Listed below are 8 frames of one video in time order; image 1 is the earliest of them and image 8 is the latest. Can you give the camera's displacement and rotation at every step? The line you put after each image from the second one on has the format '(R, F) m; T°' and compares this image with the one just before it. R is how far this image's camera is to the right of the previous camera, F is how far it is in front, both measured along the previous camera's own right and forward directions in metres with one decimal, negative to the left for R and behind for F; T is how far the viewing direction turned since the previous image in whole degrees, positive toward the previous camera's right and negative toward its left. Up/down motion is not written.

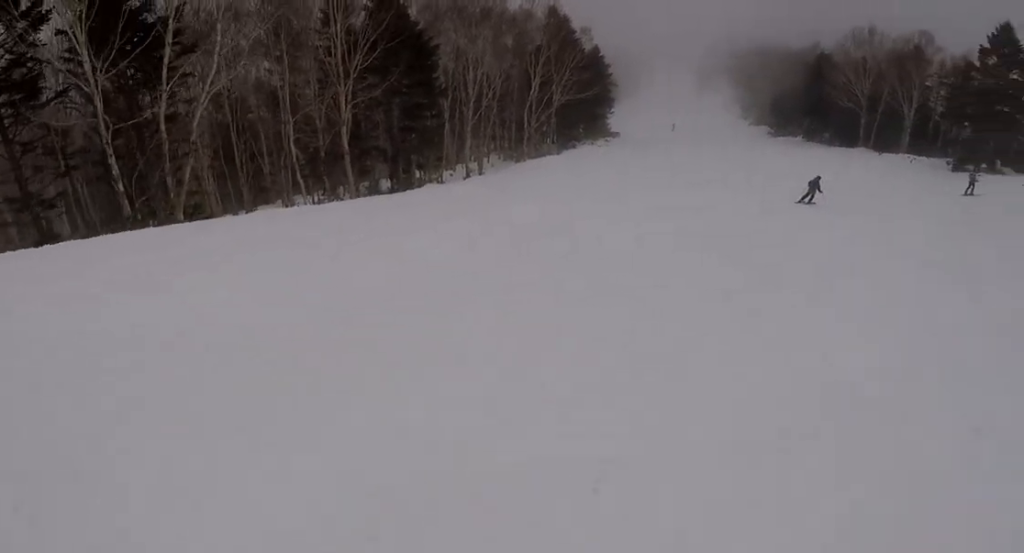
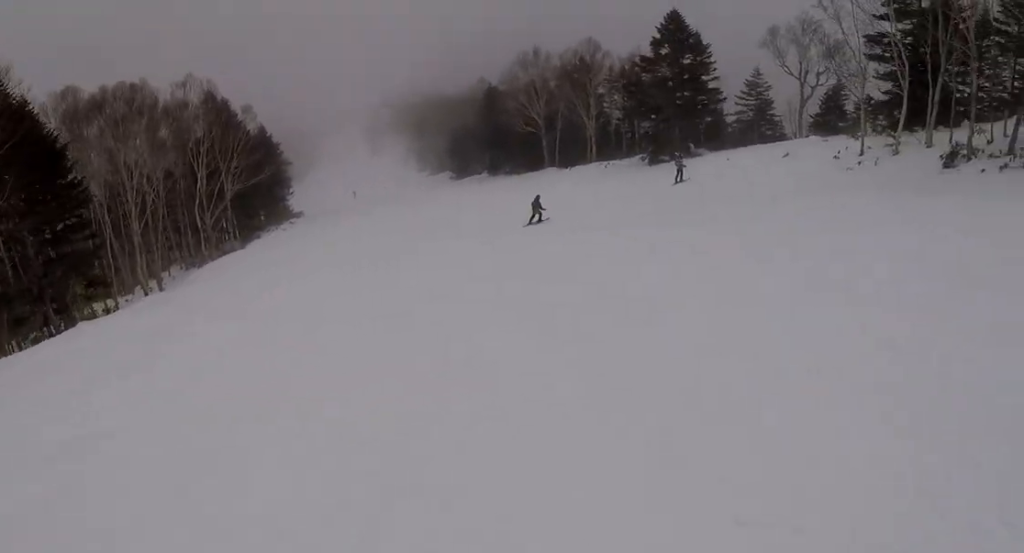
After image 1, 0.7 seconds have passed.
(+0.2, +4.5) m; +3°
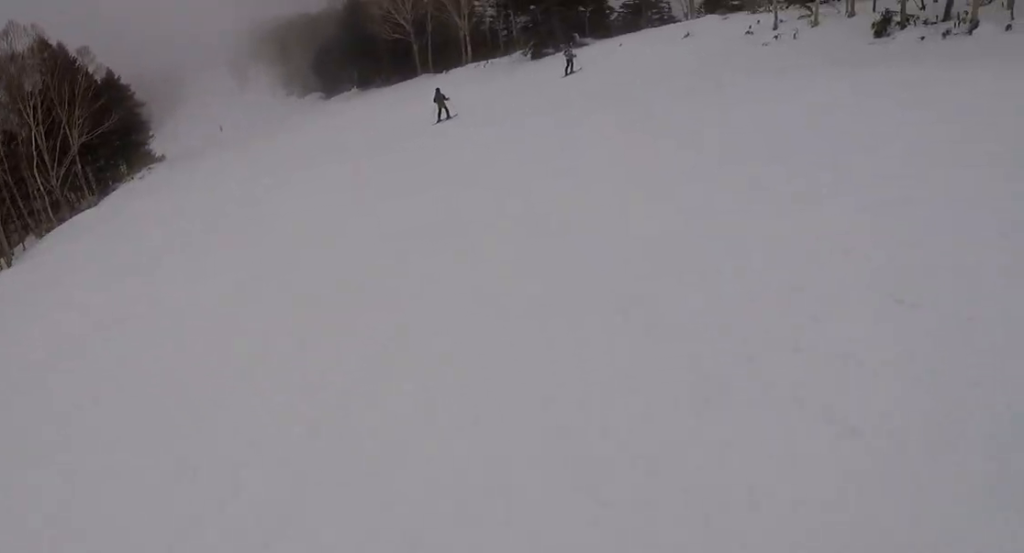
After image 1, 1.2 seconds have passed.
(0.0, +3.7) m; -2°
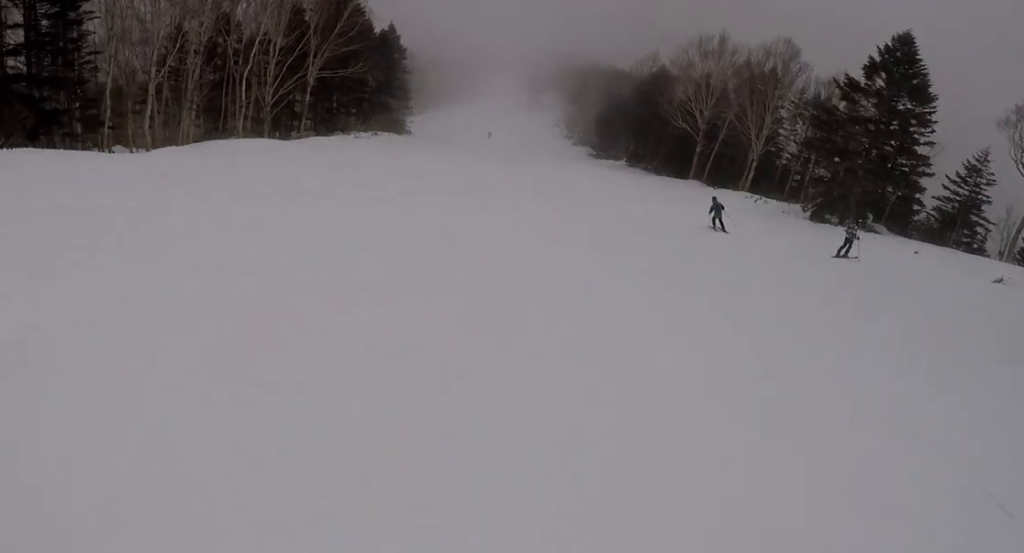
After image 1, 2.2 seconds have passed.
(-0.2, +6.4) m; -9°
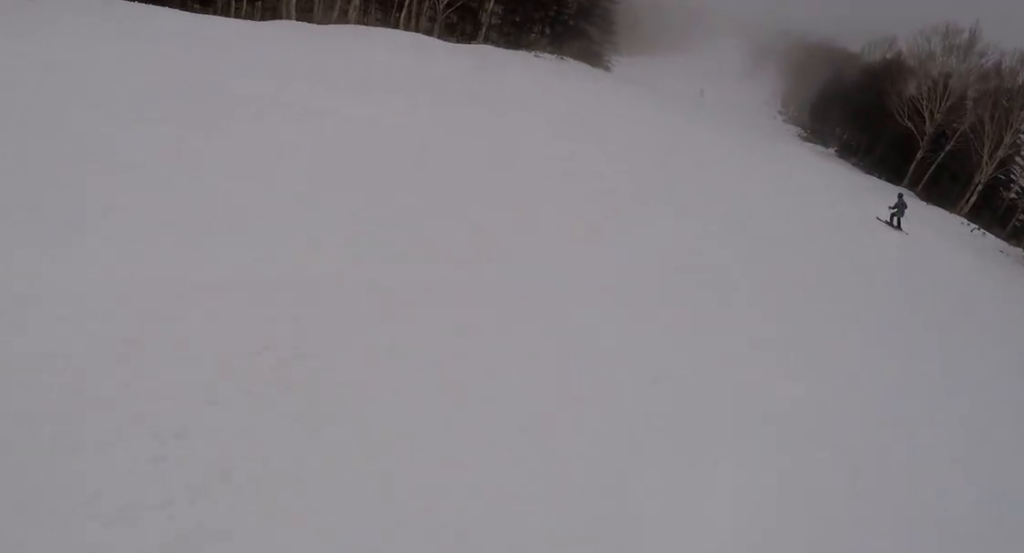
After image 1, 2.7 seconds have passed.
(+0.1, +4.1) m; -8°
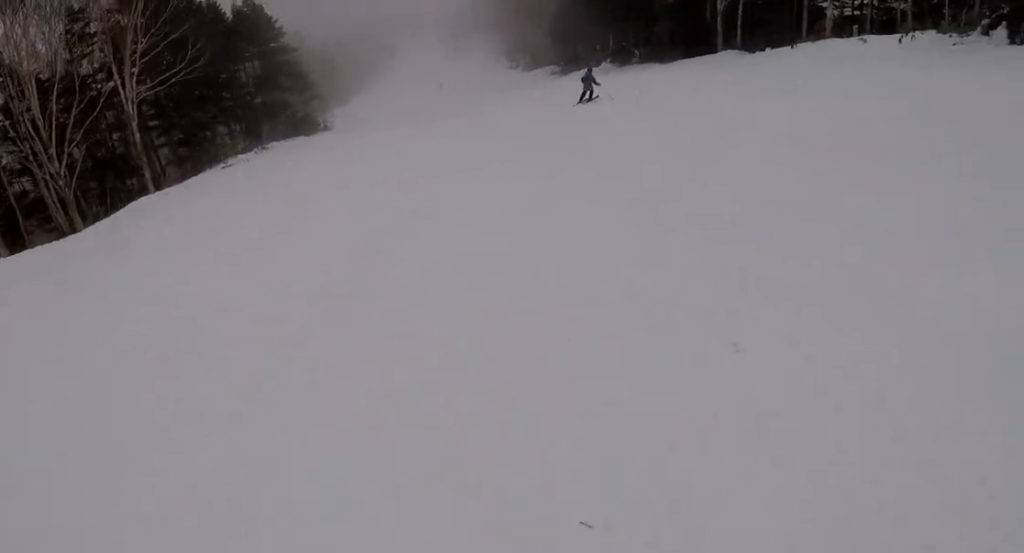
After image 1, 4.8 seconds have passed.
(+1.0, +13.6) m; +13°
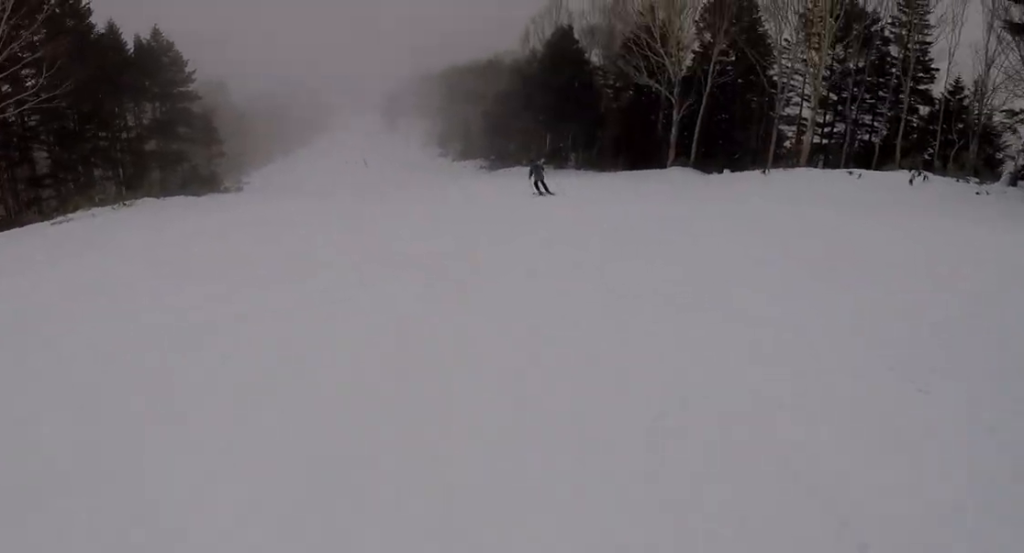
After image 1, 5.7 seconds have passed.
(-0.2, +5.6) m; -11°
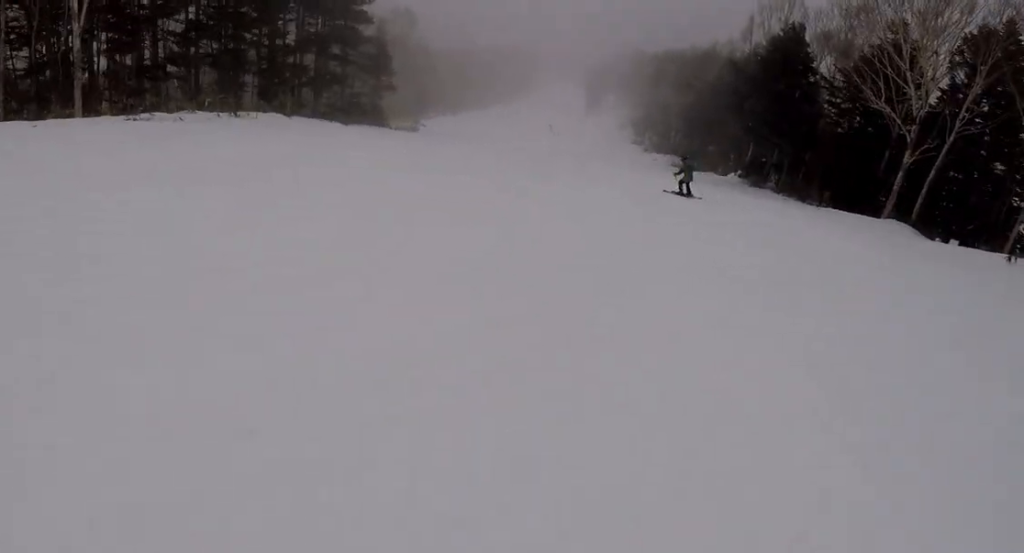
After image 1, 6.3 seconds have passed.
(-0.7, +4.1) m; -8°
